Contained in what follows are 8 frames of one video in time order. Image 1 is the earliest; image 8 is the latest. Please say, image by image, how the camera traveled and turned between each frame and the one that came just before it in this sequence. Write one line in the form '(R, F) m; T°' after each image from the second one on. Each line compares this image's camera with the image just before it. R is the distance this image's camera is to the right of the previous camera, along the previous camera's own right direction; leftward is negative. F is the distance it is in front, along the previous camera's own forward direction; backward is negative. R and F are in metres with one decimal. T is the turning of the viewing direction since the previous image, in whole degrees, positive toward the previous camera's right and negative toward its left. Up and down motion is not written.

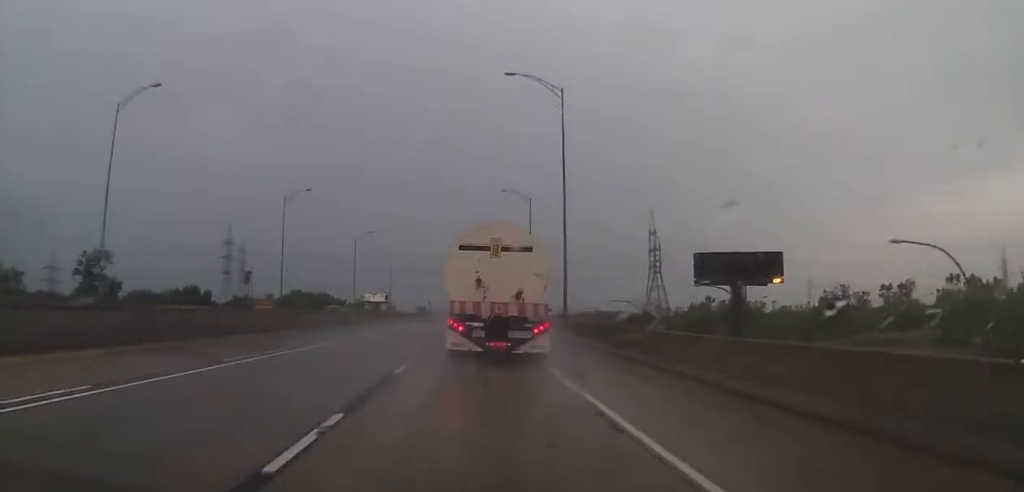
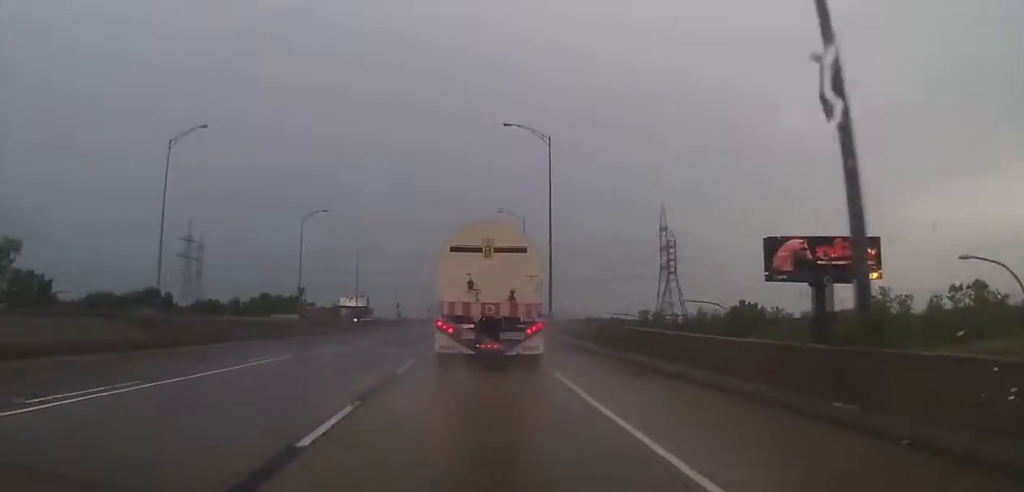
(0.0, +34.6) m; +2°
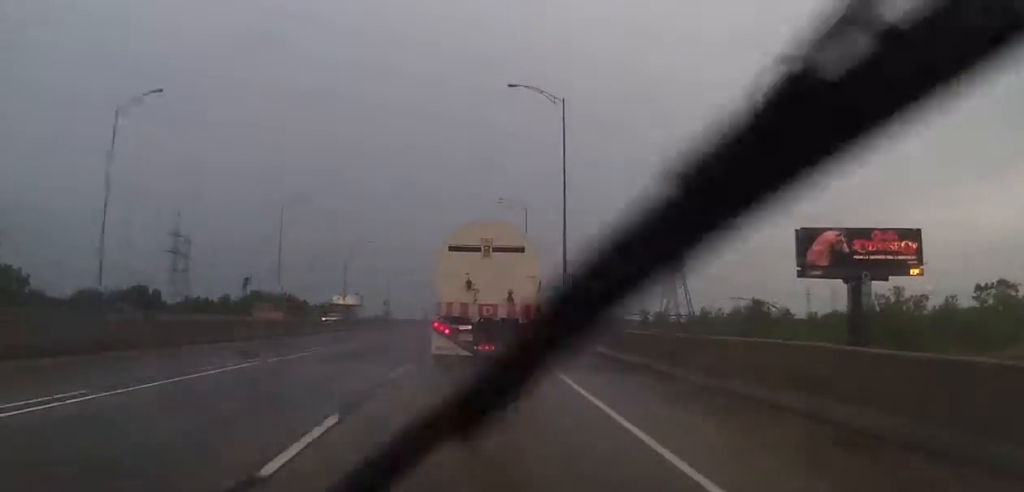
(+0.2, +9.9) m; +1°
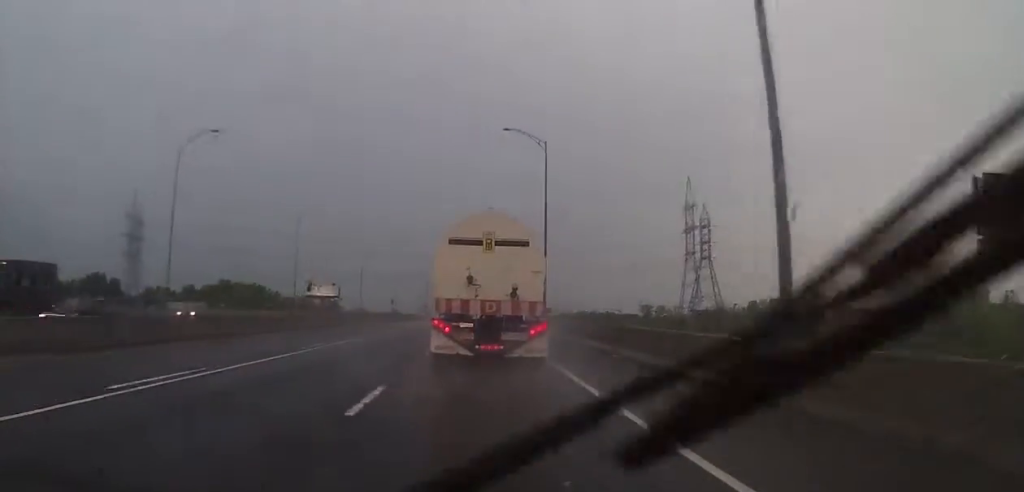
(-0.2, +32.6) m; -1°
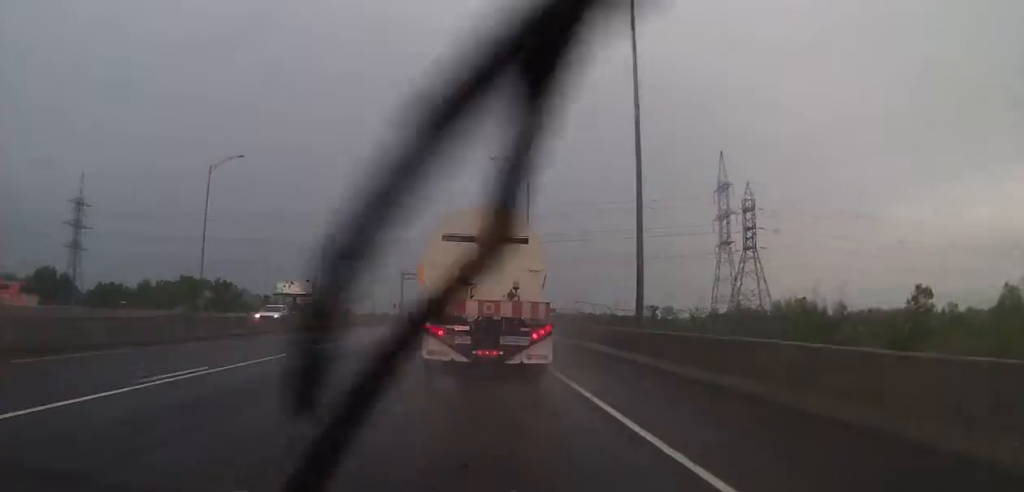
(+0.1, +34.2) m; +1°
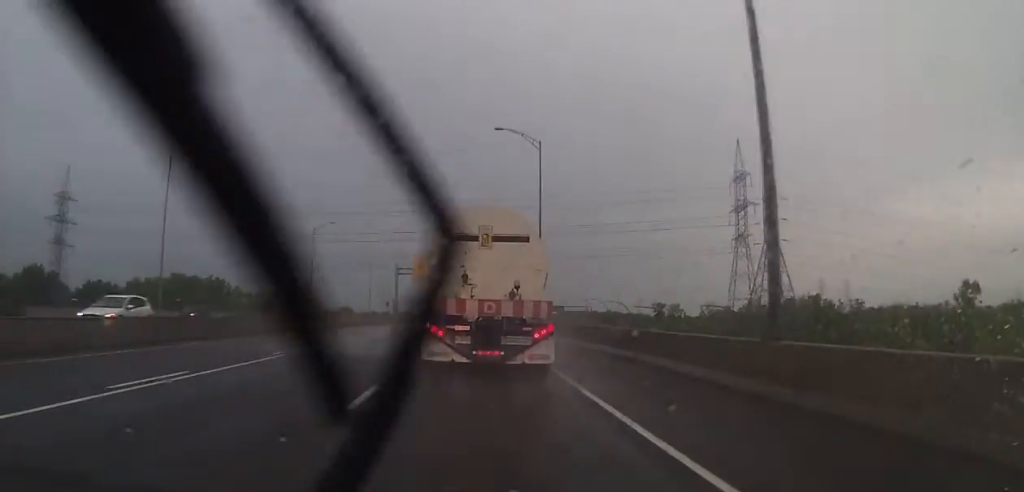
(0.0, +10.1) m; 0°
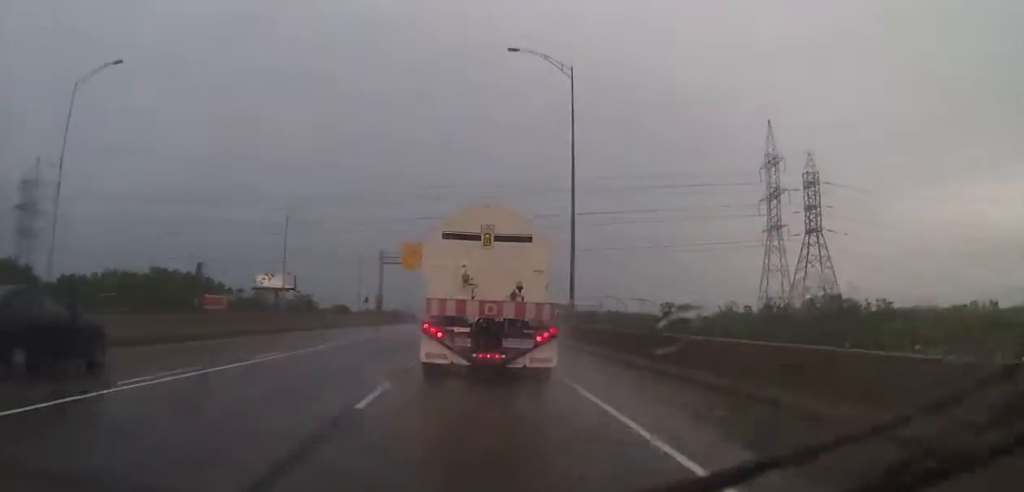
(0.0, +17.8) m; +1°
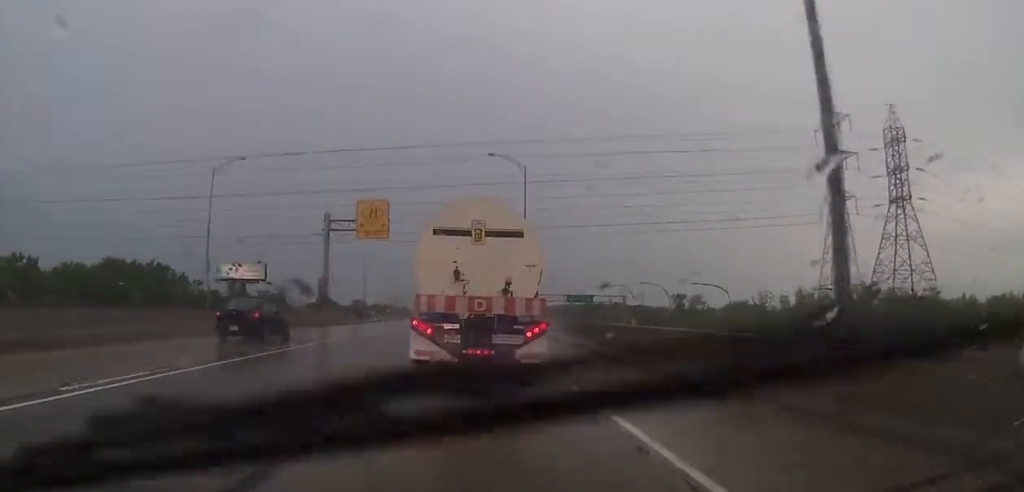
(+0.1, +28.5) m; 0°
